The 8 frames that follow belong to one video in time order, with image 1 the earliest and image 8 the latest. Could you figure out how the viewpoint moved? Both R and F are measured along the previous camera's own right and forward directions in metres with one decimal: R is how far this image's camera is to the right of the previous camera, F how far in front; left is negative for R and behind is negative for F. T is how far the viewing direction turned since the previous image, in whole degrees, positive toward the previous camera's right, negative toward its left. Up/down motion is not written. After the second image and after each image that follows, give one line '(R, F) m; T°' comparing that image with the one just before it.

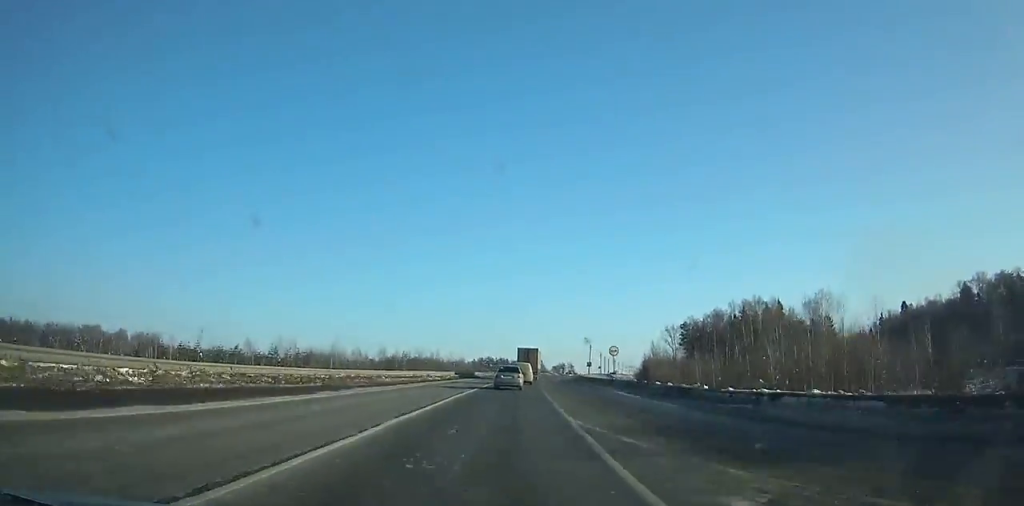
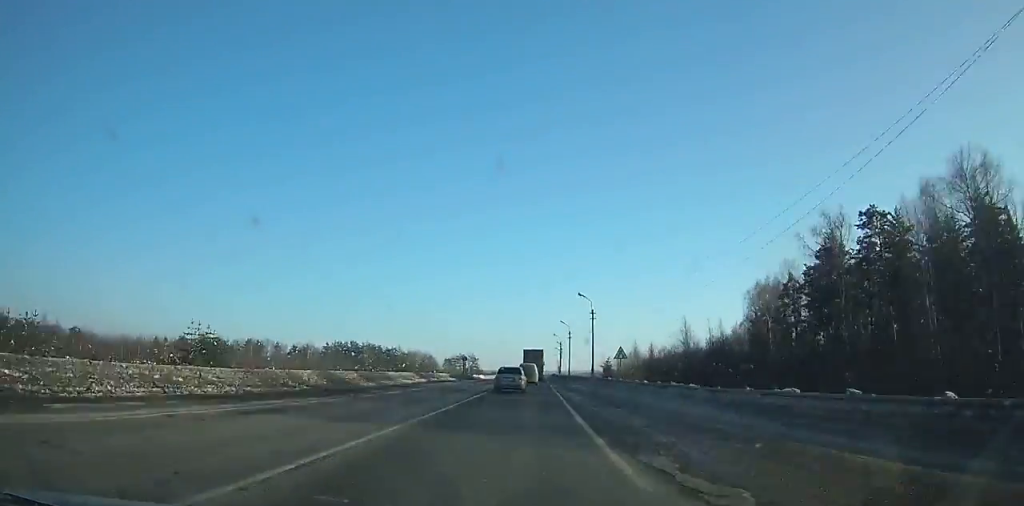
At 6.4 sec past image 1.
(+13.1, +153.5) m; +9°
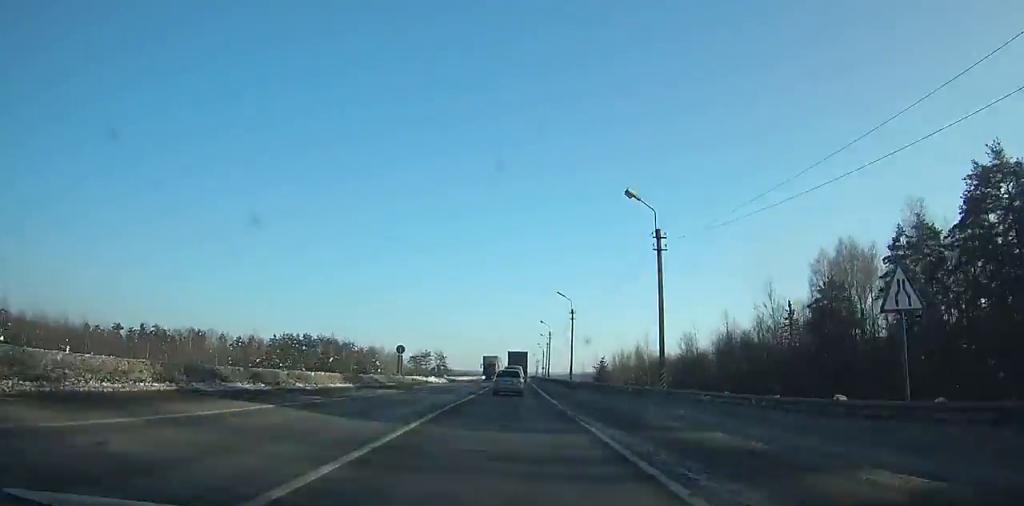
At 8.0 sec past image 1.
(+0.8, +36.1) m; +1°
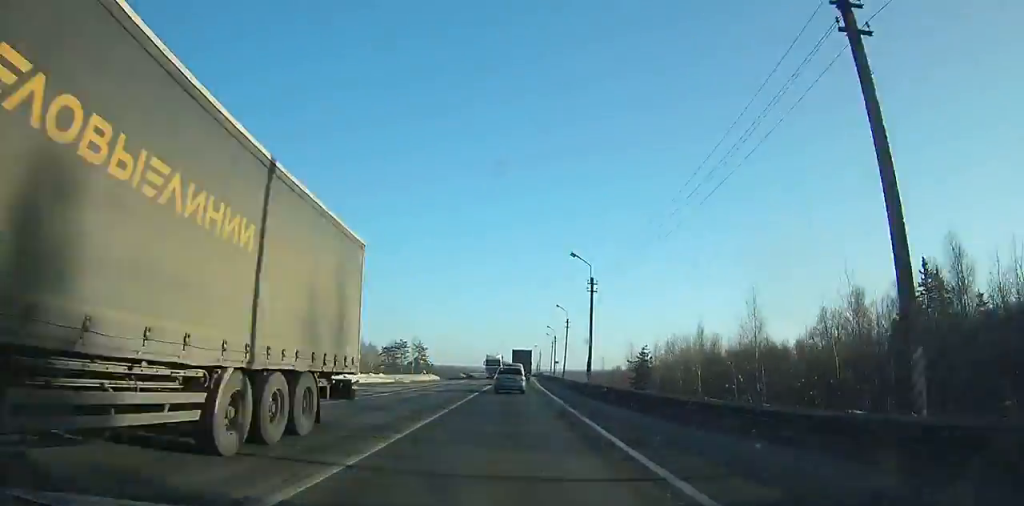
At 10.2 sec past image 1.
(+0.6, +48.8) m; +1°
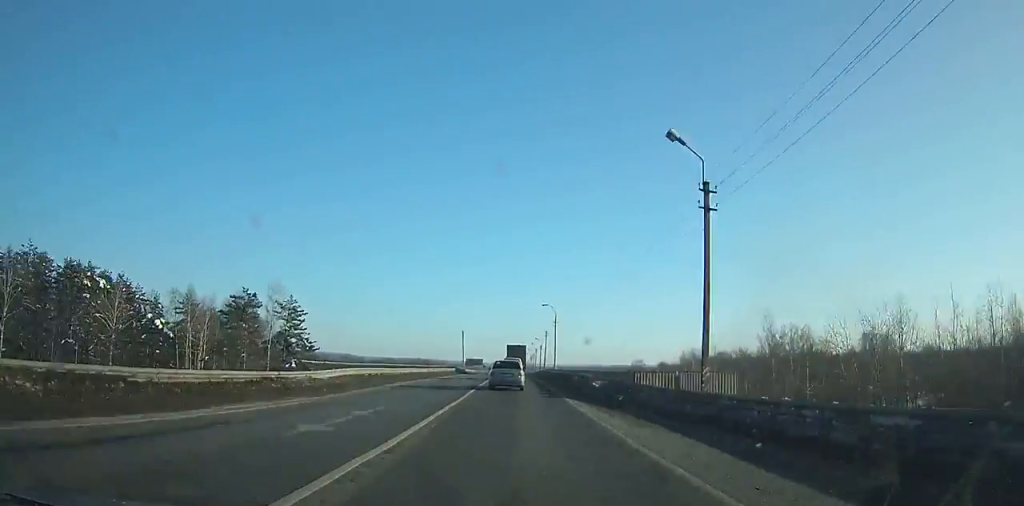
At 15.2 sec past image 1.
(+1.1, +106.4) m; +1°
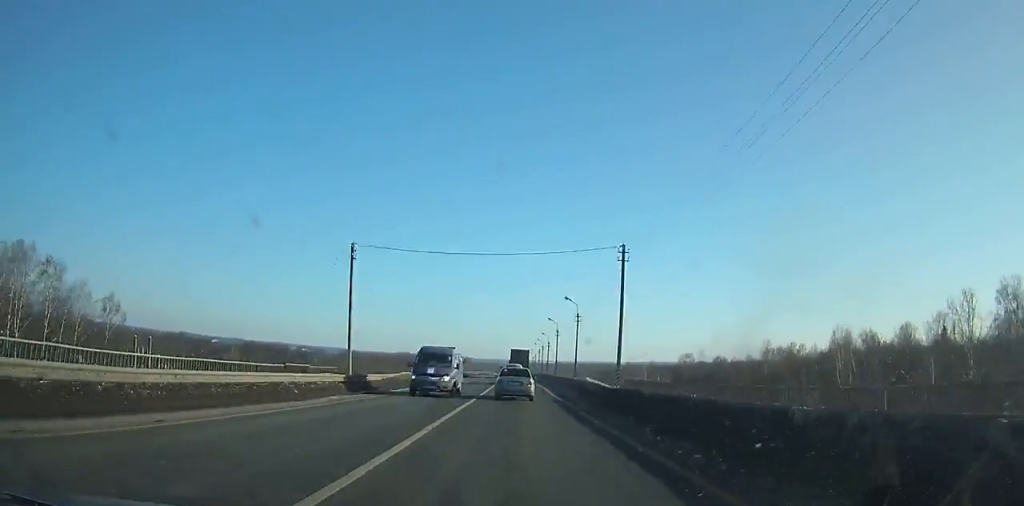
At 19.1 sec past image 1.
(+0.6, +85.6) m; +1°
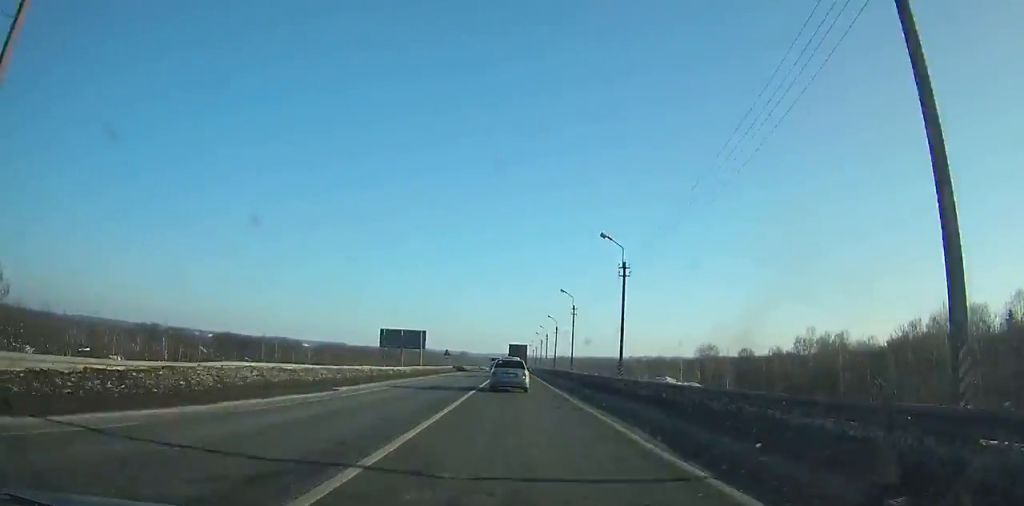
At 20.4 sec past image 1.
(+0.1, +28.5) m; 0°
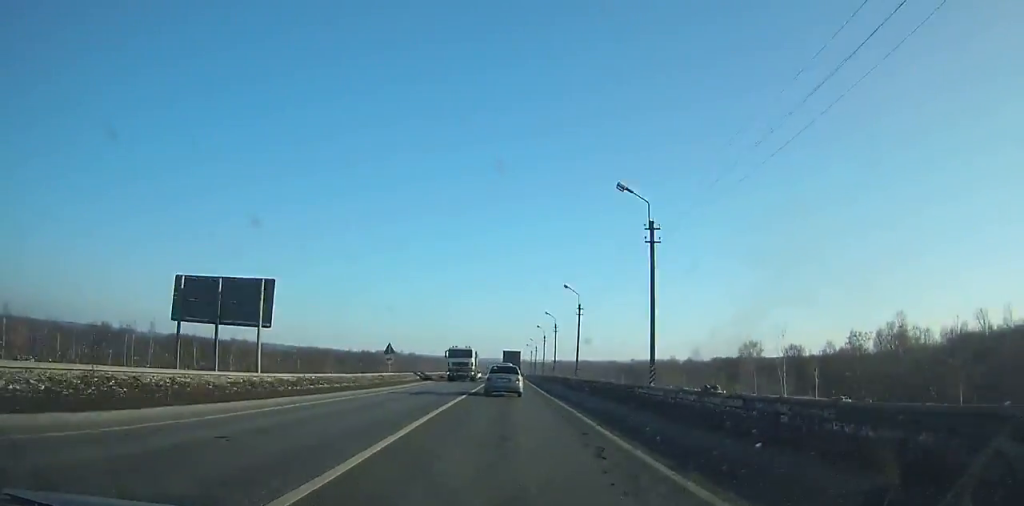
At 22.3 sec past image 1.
(0.0, +41.5) m; 0°
